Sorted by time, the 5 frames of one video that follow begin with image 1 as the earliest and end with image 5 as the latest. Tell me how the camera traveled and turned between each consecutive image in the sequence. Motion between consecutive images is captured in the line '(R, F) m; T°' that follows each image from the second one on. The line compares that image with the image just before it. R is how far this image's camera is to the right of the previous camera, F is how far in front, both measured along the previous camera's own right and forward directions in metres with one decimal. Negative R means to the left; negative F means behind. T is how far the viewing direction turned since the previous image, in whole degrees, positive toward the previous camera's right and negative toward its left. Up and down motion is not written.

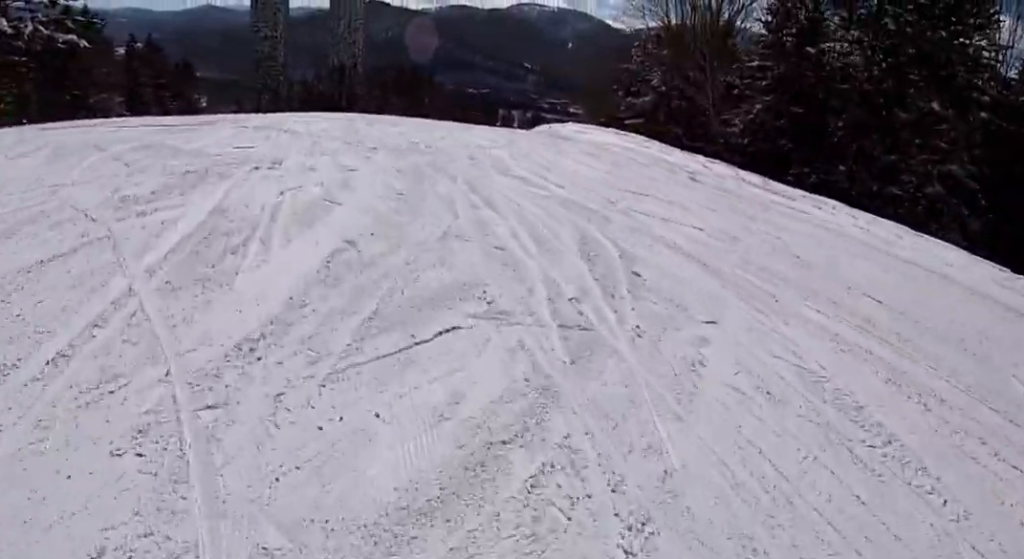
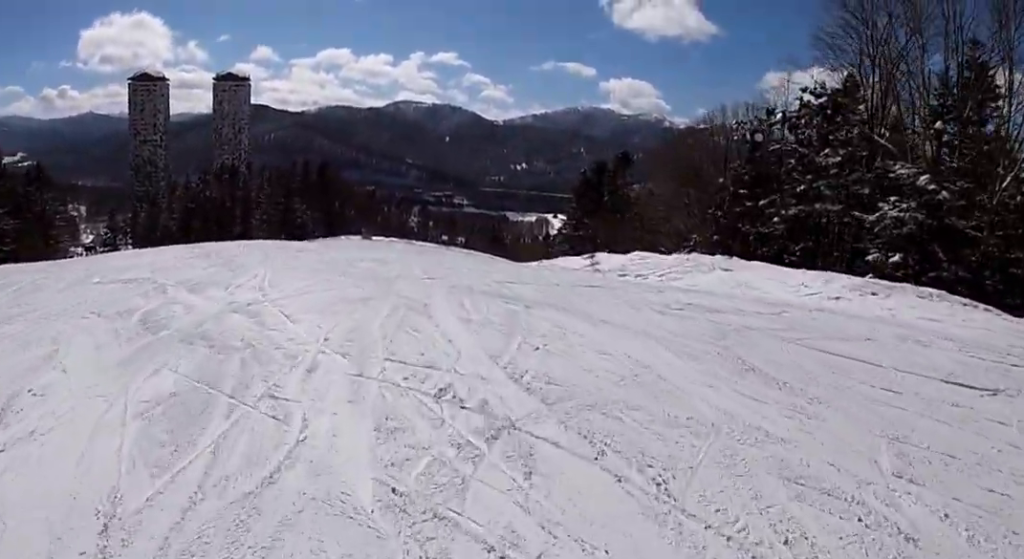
(-3.7, +34.3) m; +7°
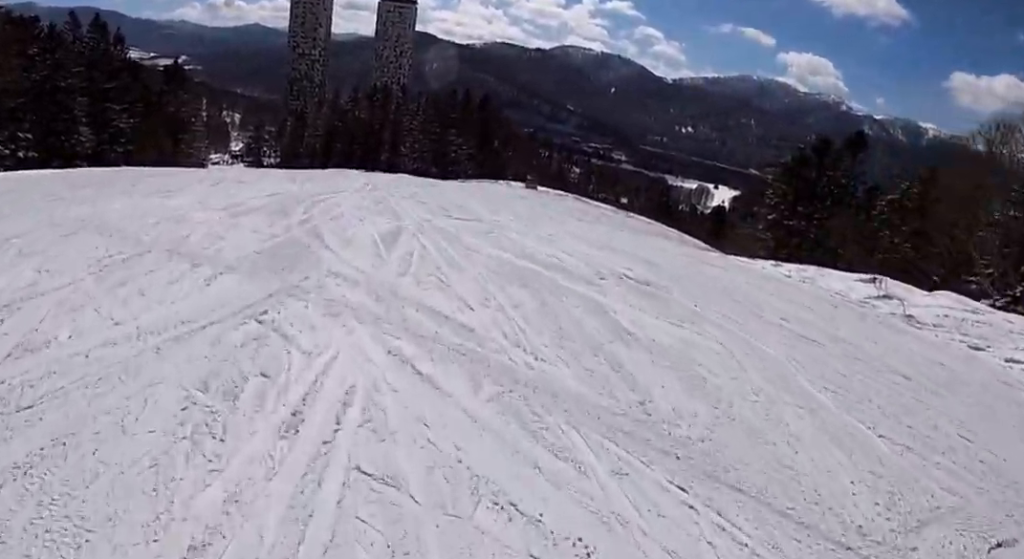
(-0.3, +13.1) m; -11°
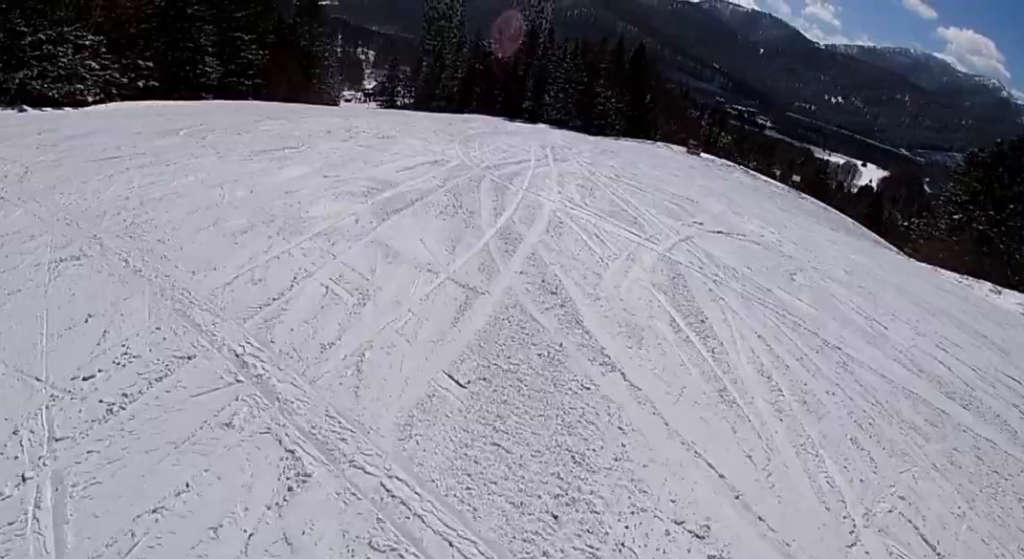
(-0.2, +5.5) m; -7°
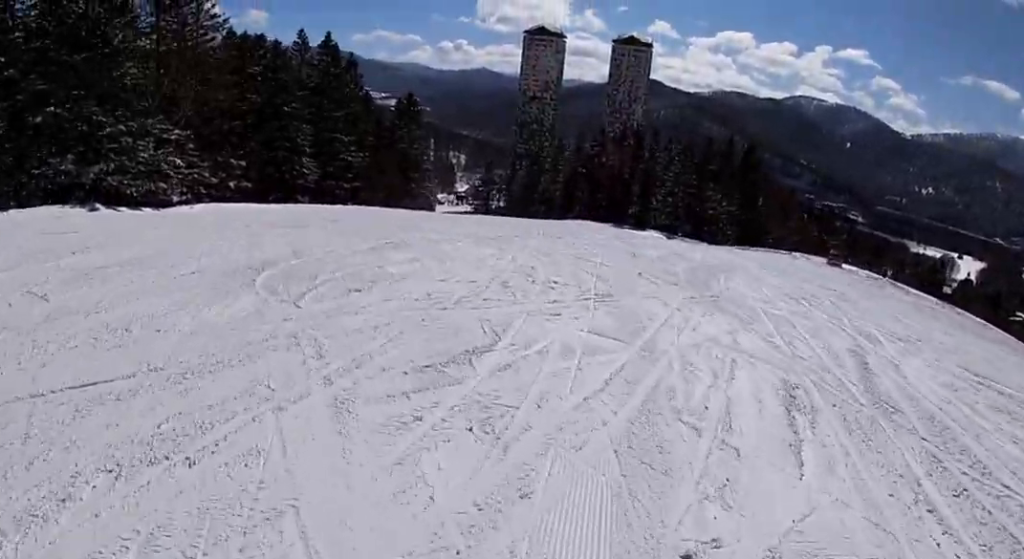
(-0.8, +7.0) m; -12°
